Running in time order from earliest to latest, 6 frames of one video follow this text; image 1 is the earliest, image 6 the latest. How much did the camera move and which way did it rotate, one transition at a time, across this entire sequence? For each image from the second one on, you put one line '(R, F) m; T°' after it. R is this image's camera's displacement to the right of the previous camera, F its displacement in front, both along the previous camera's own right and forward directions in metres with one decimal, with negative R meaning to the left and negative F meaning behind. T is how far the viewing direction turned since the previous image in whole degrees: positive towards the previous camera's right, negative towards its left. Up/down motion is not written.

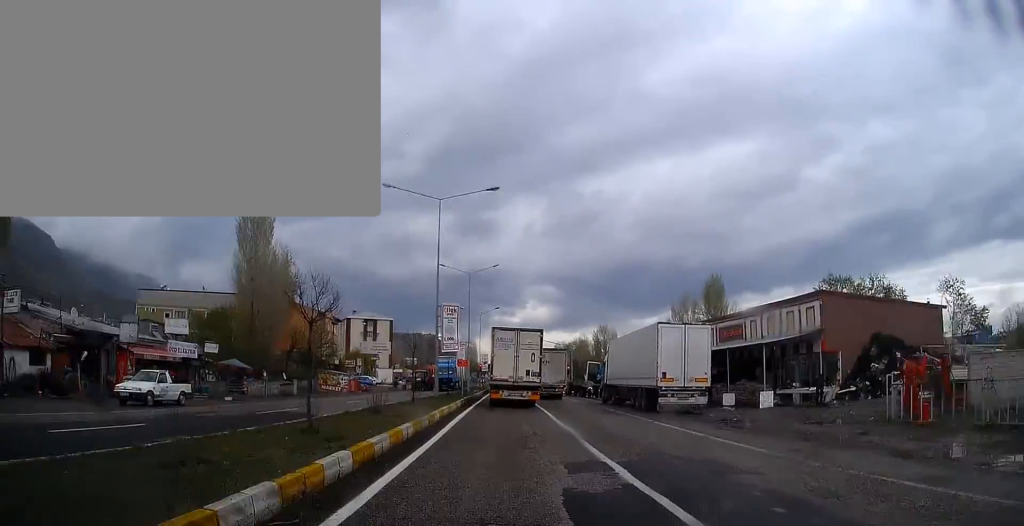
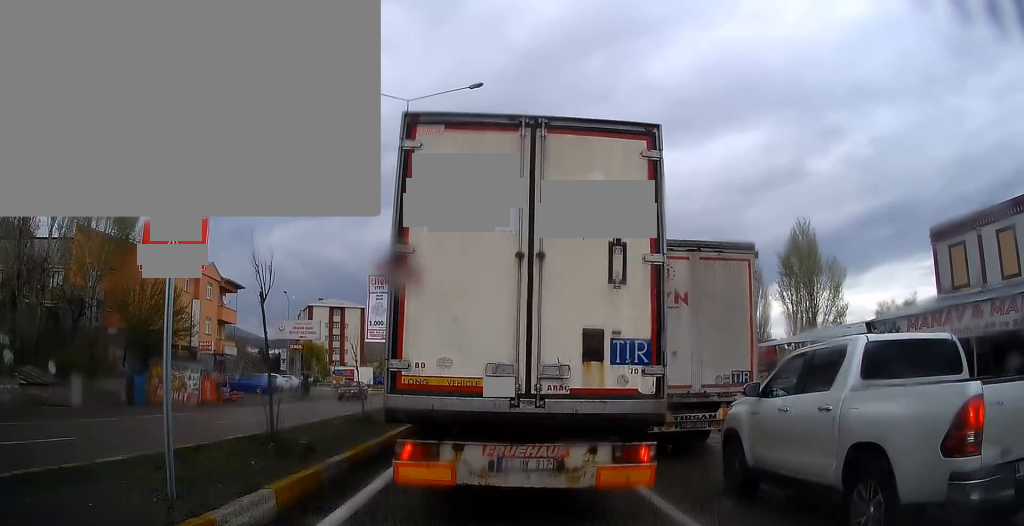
(-0.2, +35.6) m; 0°
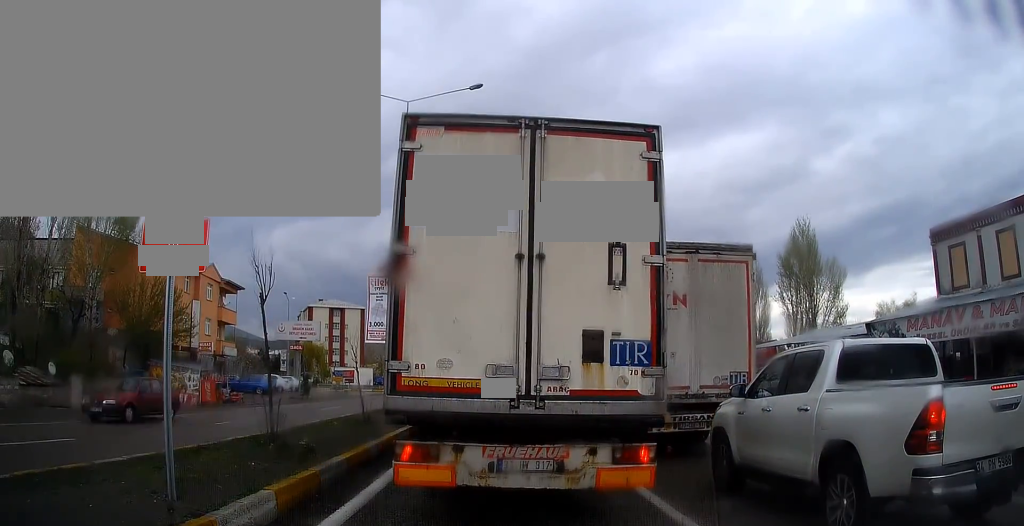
(+0.3, +4.1) m; +1°
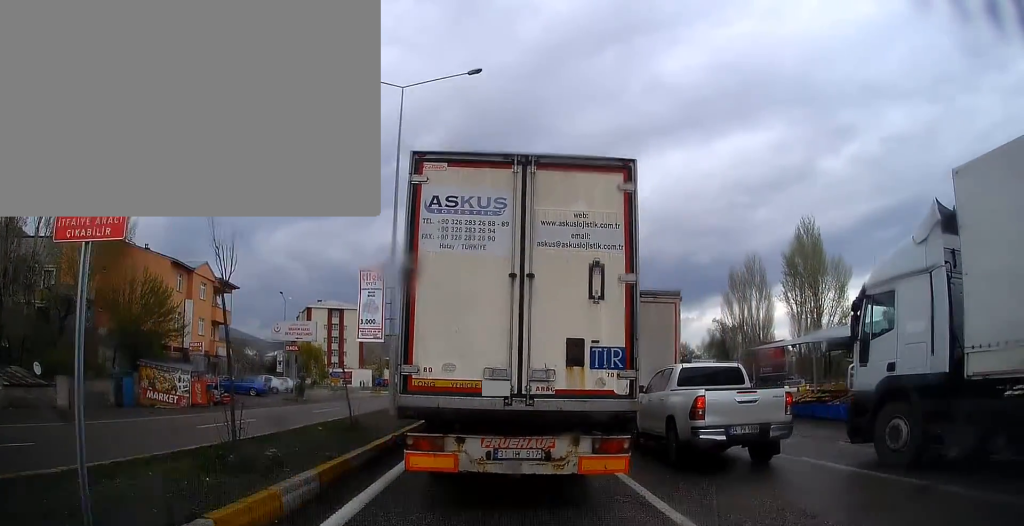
(-0.1, +10.5) m; -1°
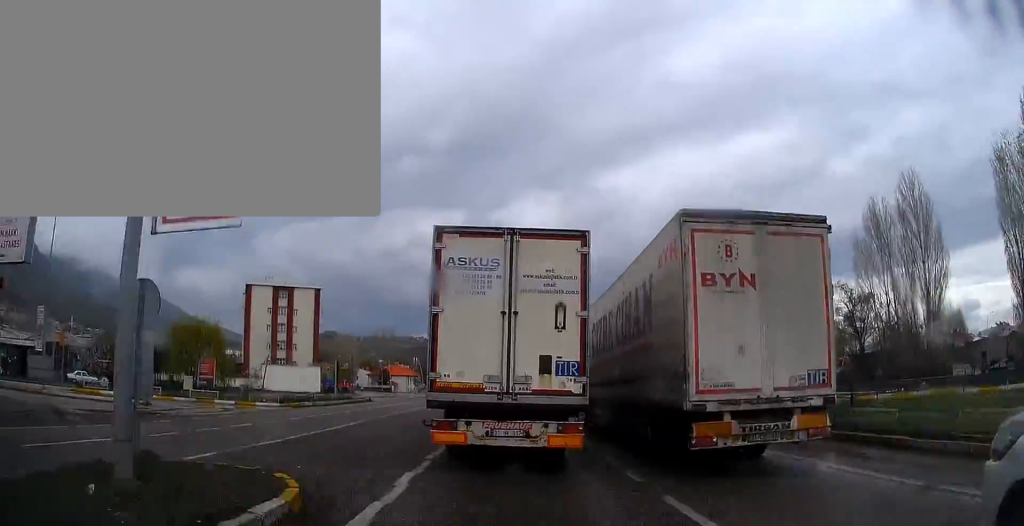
(0.0, +48.0) m; 0°
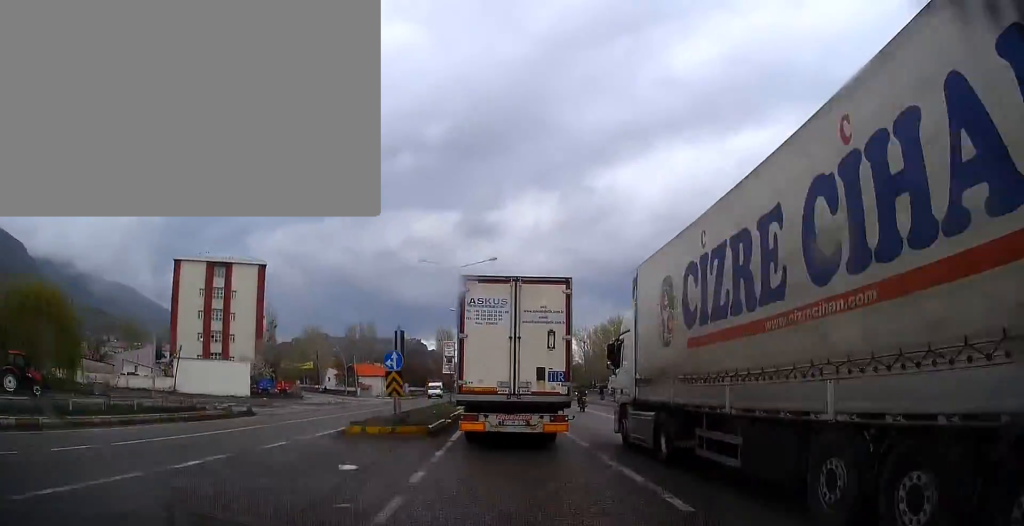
(-0.1, +32.7) m; 0°
